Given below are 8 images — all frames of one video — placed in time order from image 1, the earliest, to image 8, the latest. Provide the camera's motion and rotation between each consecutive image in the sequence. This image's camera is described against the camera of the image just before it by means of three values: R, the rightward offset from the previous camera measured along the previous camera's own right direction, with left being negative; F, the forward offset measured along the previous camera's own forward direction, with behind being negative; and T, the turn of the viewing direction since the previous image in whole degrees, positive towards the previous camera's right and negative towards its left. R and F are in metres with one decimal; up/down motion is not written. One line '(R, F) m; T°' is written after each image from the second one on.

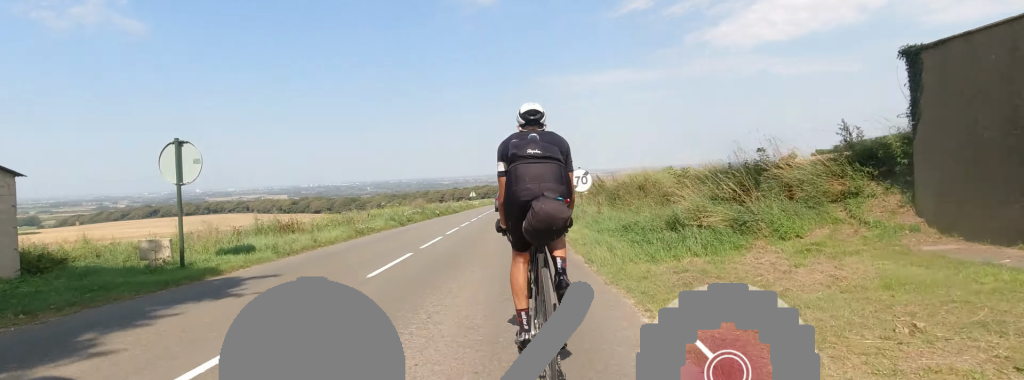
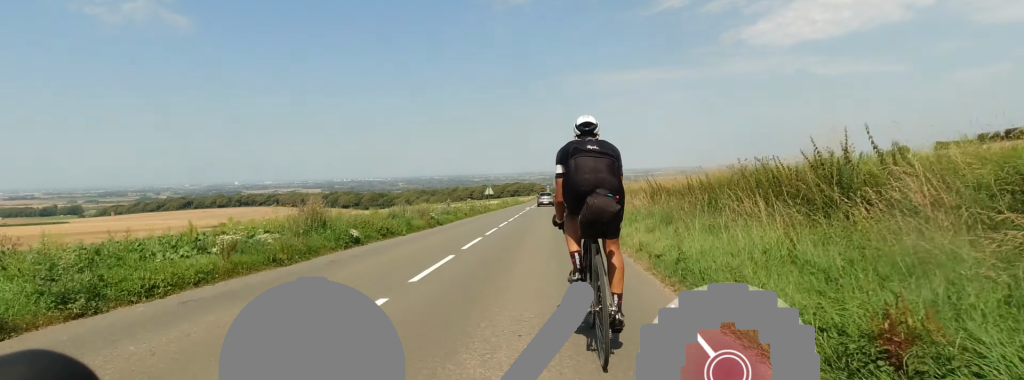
(+0.1, +22.1) m; 0°
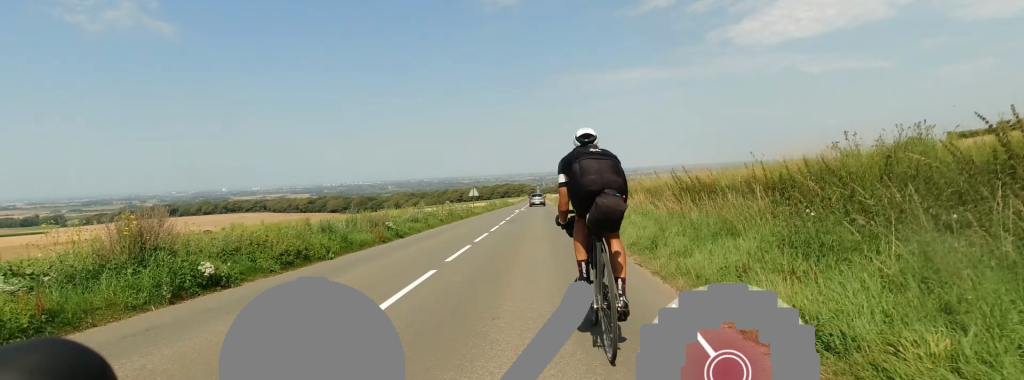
(+0.3, +5.9) m; +2°
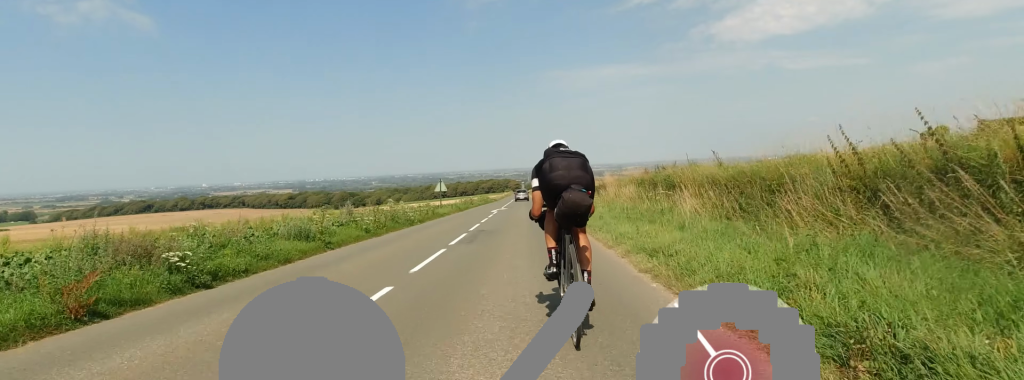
(+0.4, +10.4) m; +2°
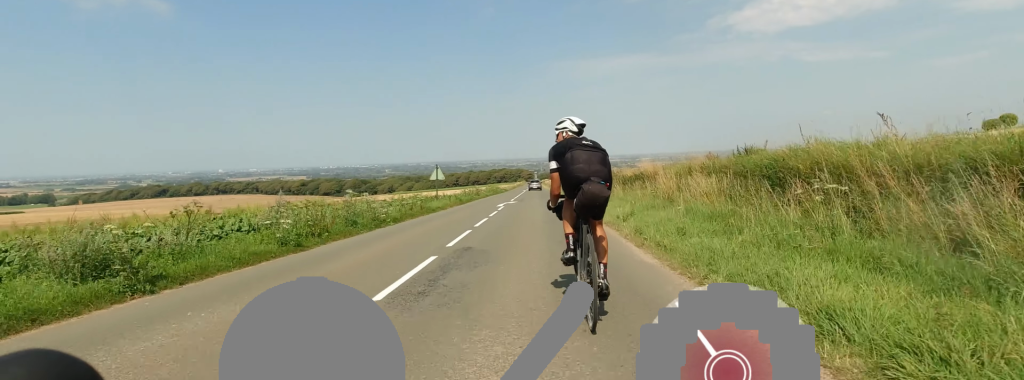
(0.0, +6.9) m; 0°
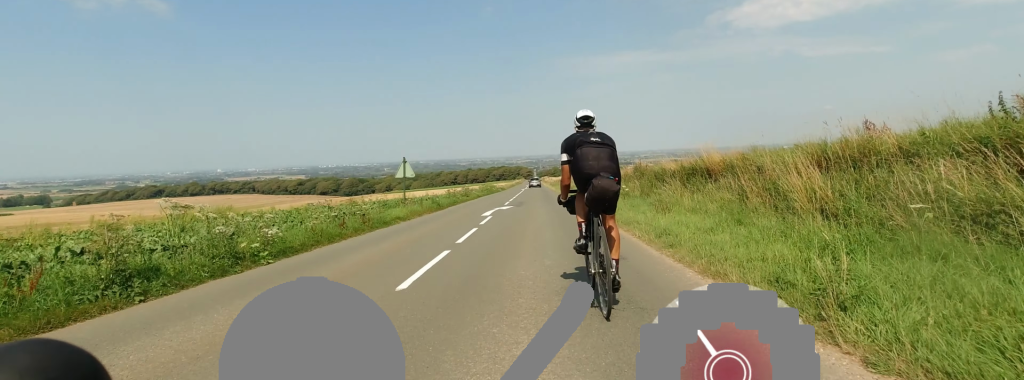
(0.0, +8.2) m; 0°
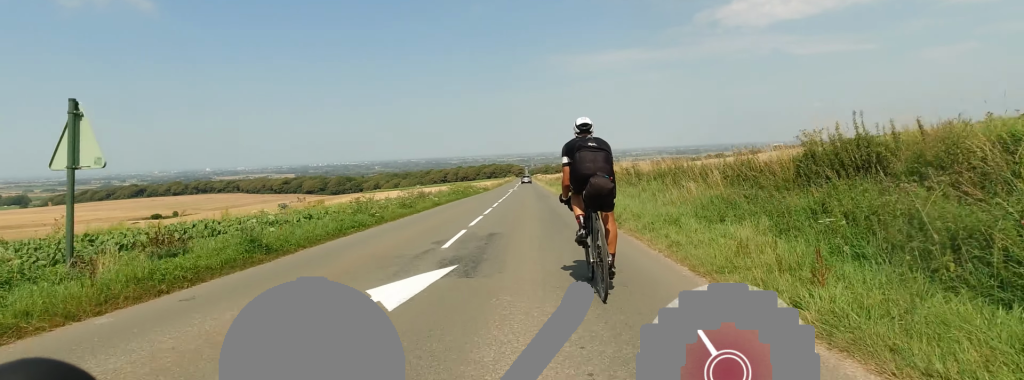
(0.0, +17.0) m; -4°
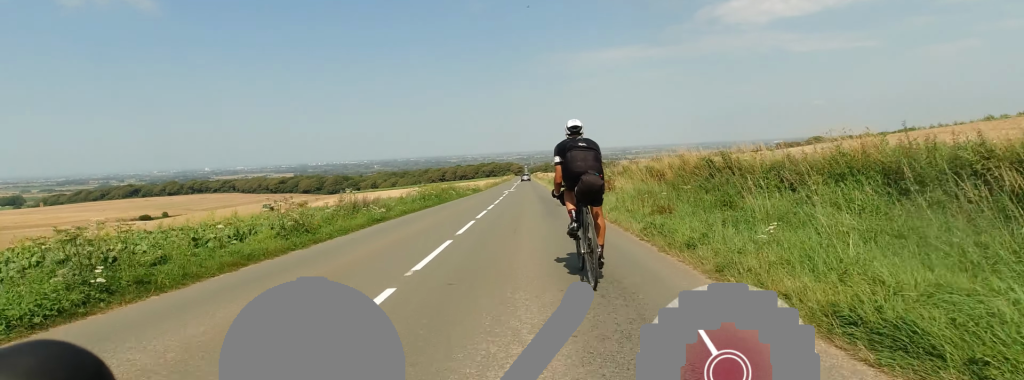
(-0.6, +11.1) m; -1°
